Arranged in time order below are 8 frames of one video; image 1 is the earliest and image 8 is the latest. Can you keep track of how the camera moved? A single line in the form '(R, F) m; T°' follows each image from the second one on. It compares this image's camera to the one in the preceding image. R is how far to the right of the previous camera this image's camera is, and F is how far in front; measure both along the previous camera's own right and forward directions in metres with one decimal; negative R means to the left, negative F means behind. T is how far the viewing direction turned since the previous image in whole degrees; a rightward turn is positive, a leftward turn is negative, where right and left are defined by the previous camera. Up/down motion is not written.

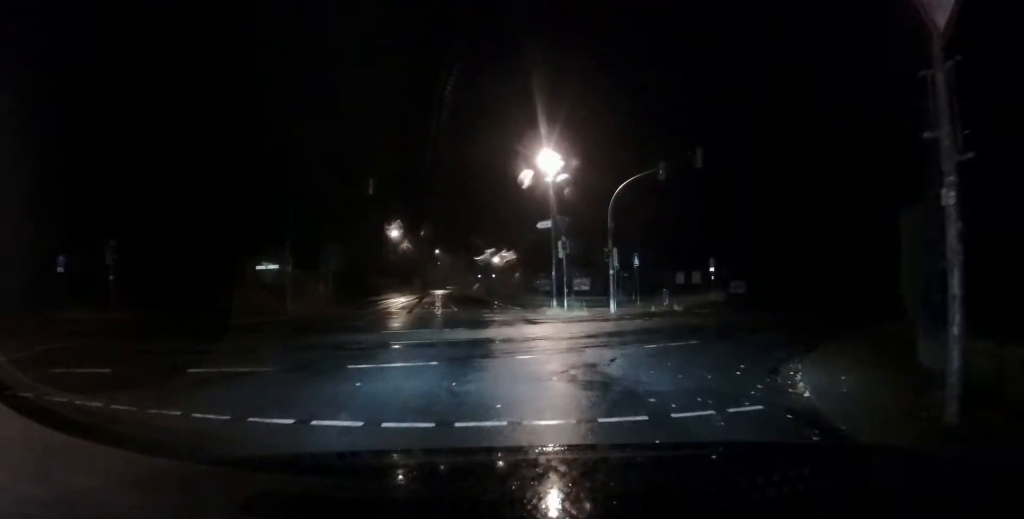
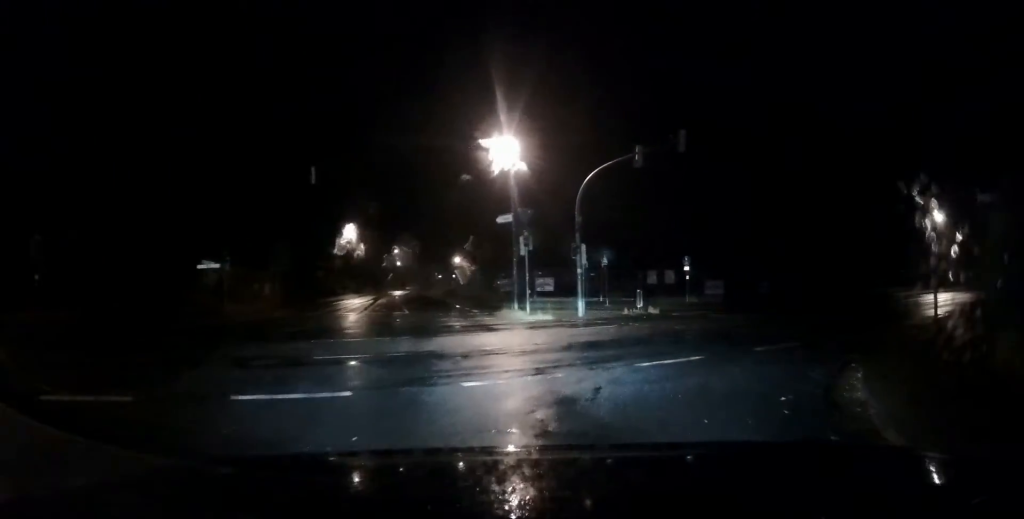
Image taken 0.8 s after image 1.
(-0.1, +3.0) m; +7°
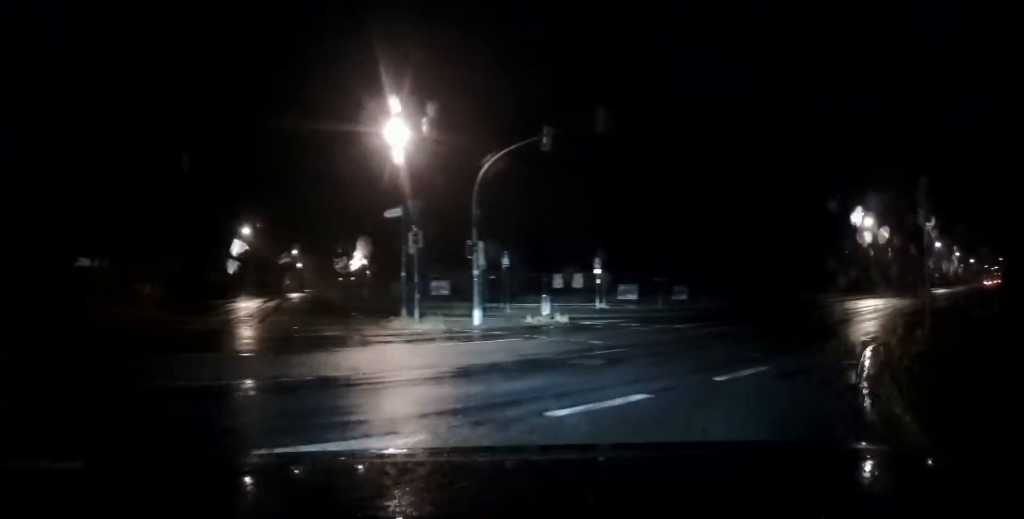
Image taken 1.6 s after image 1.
(+0.5, +3.7) m; +14°
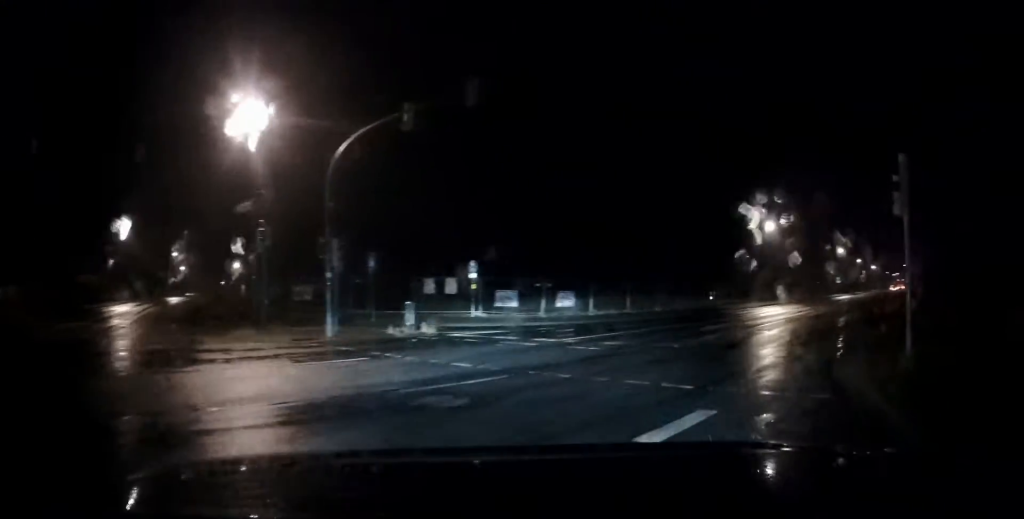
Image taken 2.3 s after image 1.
(+0.4, +3.5) m; +12°
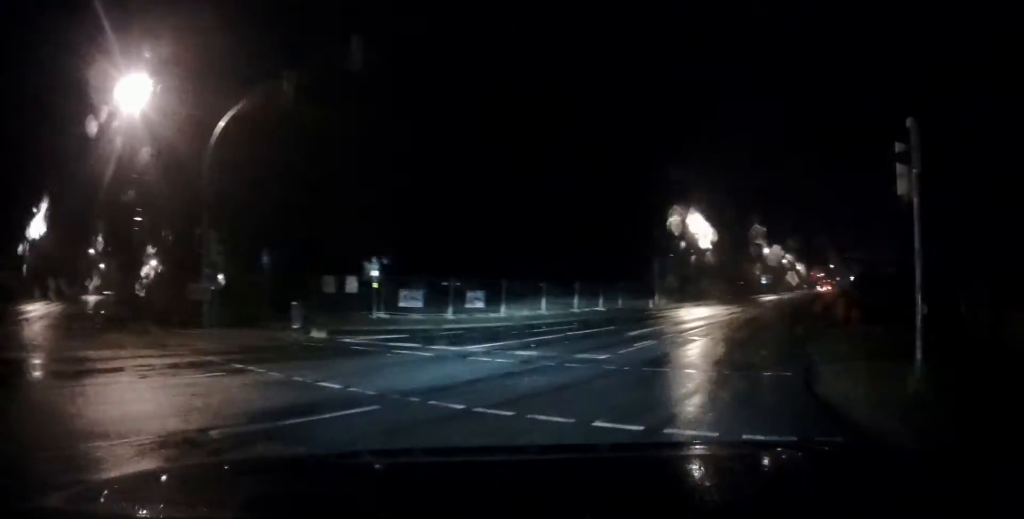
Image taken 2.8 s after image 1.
(0.0, +2.6) m; +8°
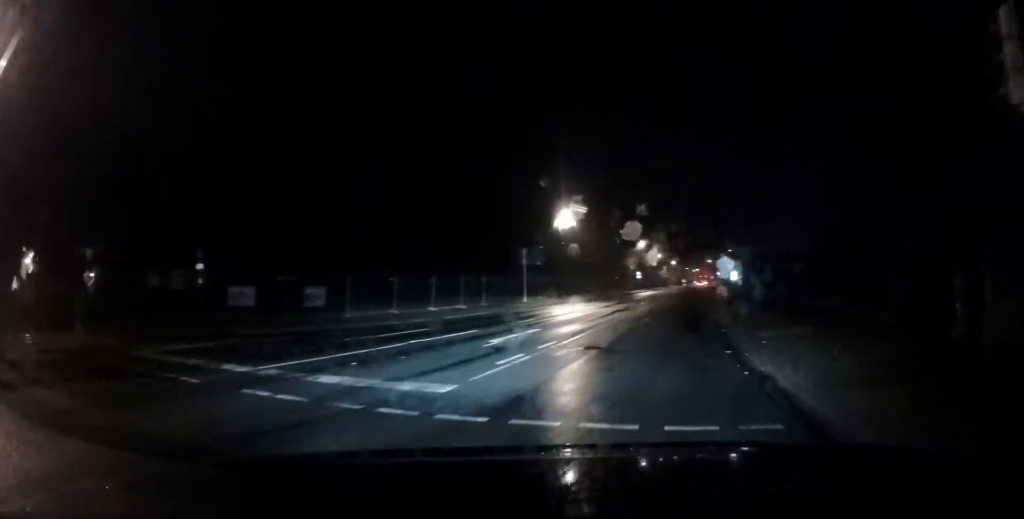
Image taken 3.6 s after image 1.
(+0.6, +4.8) m; +7°
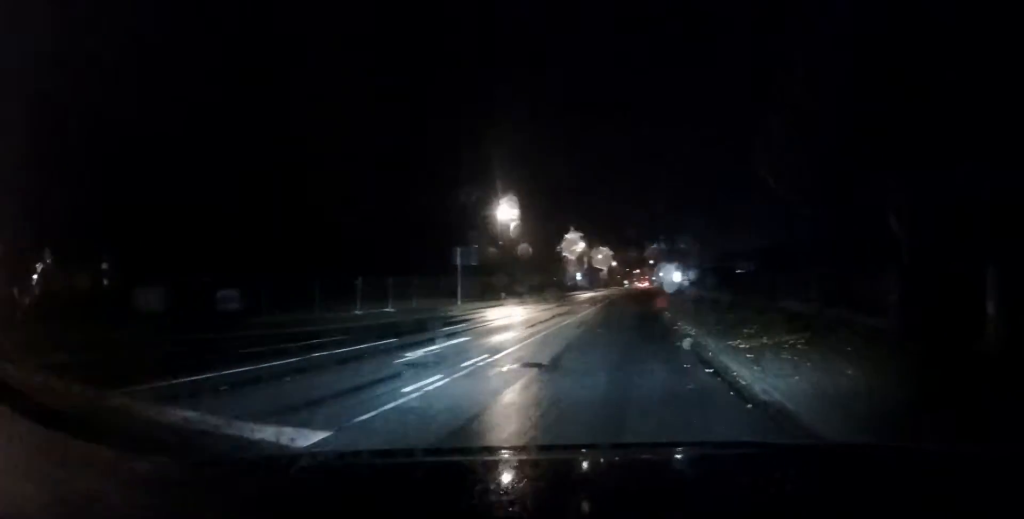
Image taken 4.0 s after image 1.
(+0.1, +2.9) m; +2°
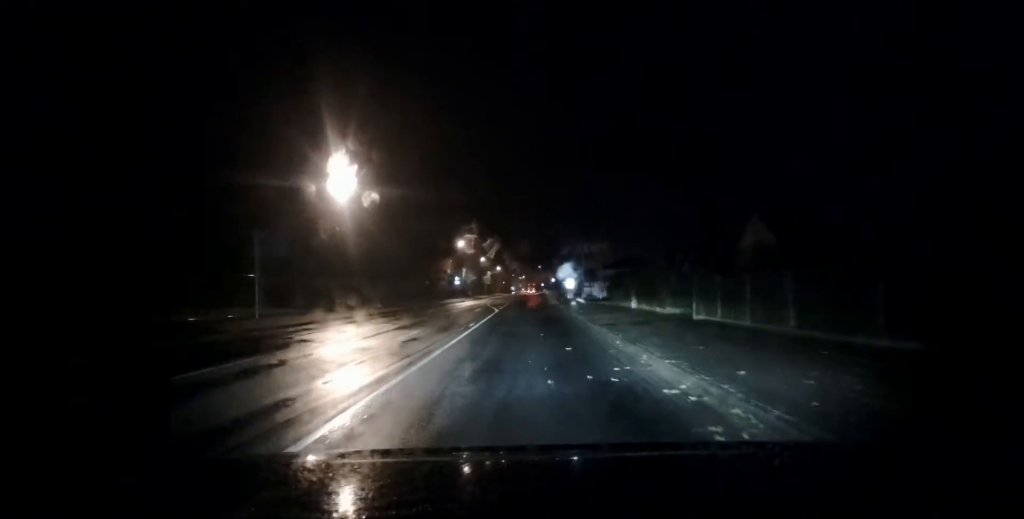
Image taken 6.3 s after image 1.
(+0.6, +16.7) m; +3°
